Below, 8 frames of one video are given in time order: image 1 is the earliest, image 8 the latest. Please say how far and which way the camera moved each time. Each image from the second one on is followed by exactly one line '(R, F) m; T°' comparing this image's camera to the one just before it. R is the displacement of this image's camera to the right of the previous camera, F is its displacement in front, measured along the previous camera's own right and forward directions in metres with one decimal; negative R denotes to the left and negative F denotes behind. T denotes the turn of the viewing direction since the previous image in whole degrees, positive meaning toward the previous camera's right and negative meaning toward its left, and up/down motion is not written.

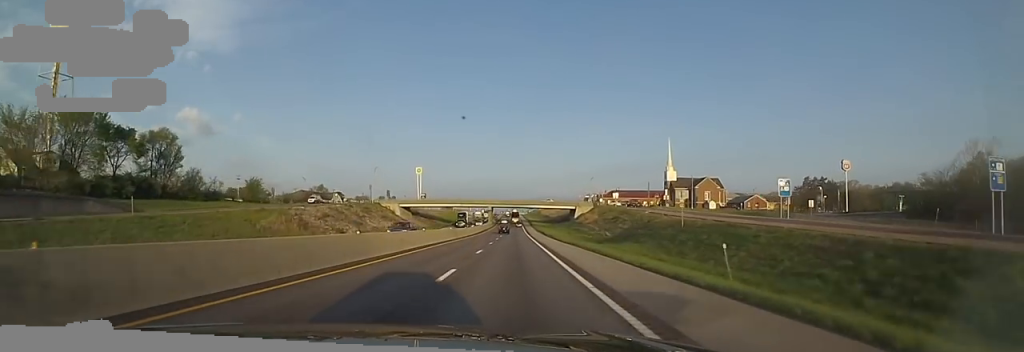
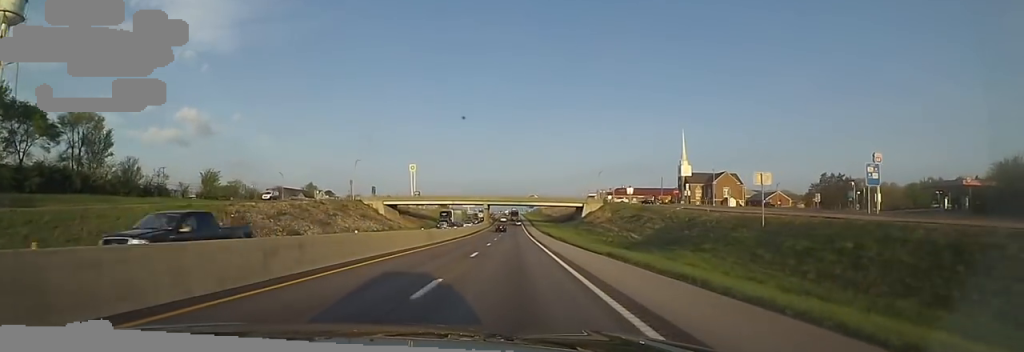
(-0.4, +15.4) m; -1°
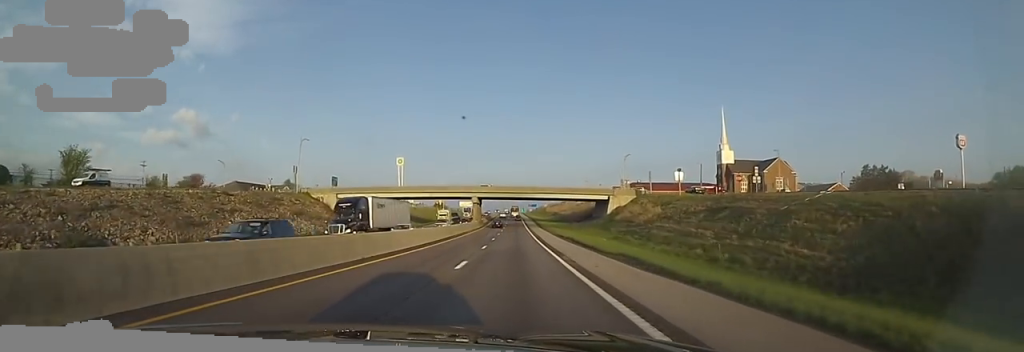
(-0.9, +30.7) m; -2°
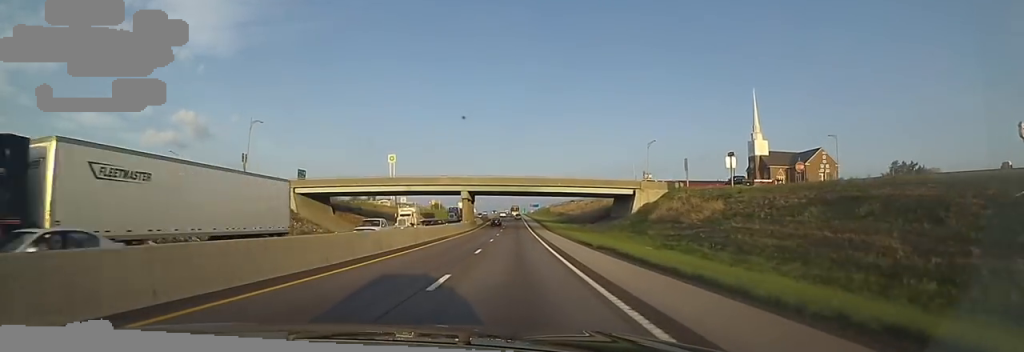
(0.0, +17.4) m; 0°
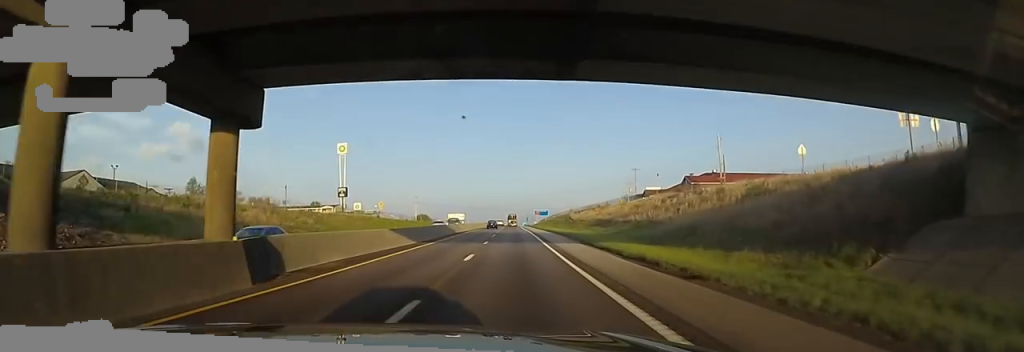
(+2.3, +65.2) m; +3°
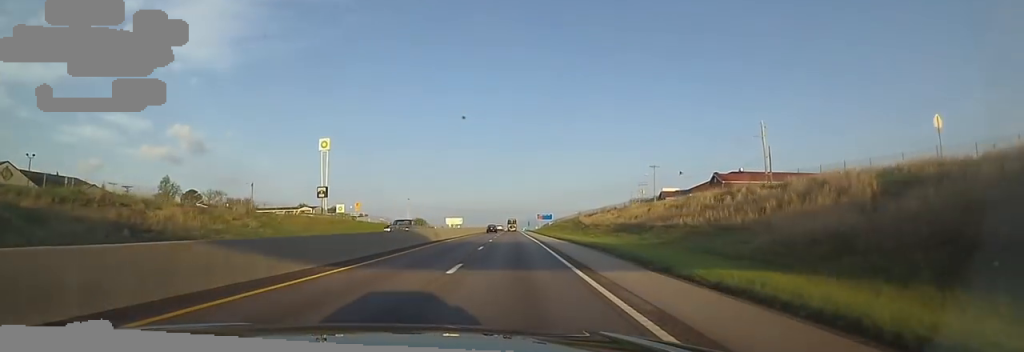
(-0.3, +16.1) m; -1°
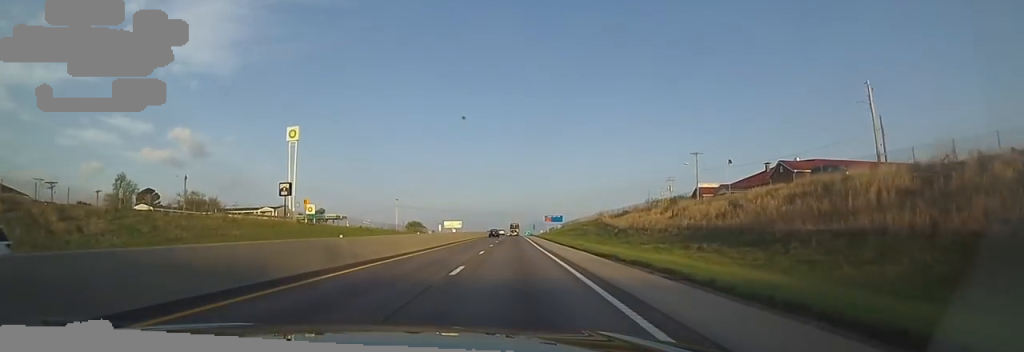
(-0.6, +23.6) m; -1°
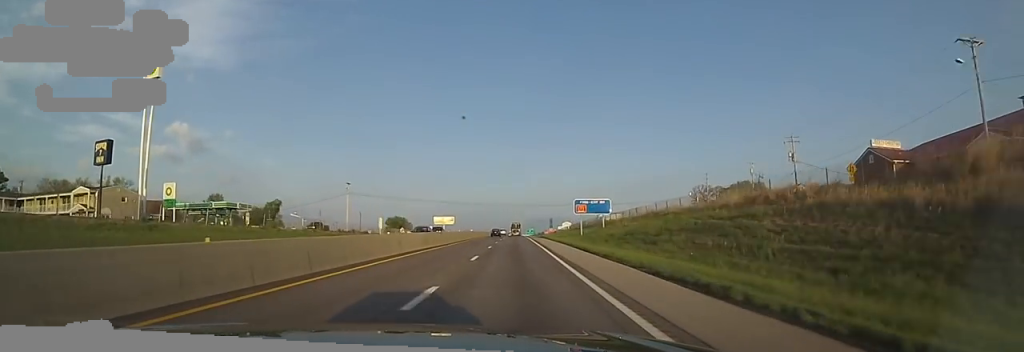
(+1.5, +52.8) m; +2°
